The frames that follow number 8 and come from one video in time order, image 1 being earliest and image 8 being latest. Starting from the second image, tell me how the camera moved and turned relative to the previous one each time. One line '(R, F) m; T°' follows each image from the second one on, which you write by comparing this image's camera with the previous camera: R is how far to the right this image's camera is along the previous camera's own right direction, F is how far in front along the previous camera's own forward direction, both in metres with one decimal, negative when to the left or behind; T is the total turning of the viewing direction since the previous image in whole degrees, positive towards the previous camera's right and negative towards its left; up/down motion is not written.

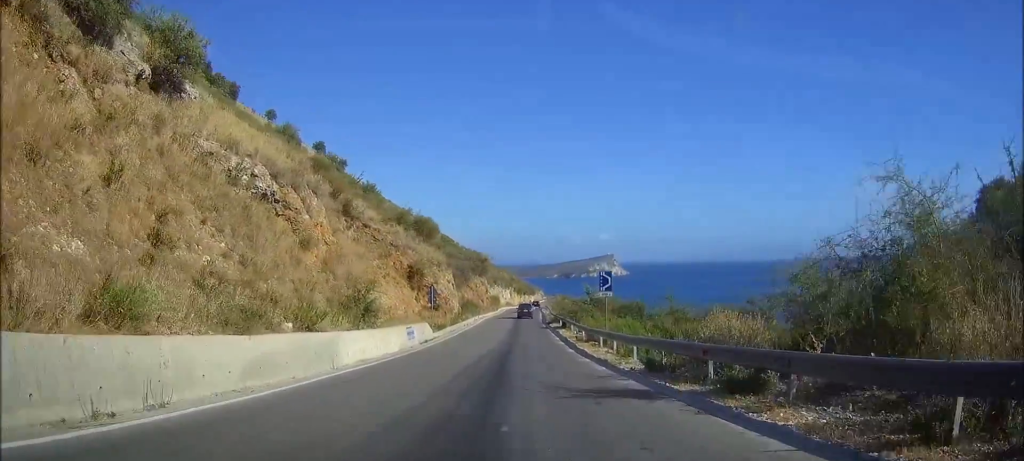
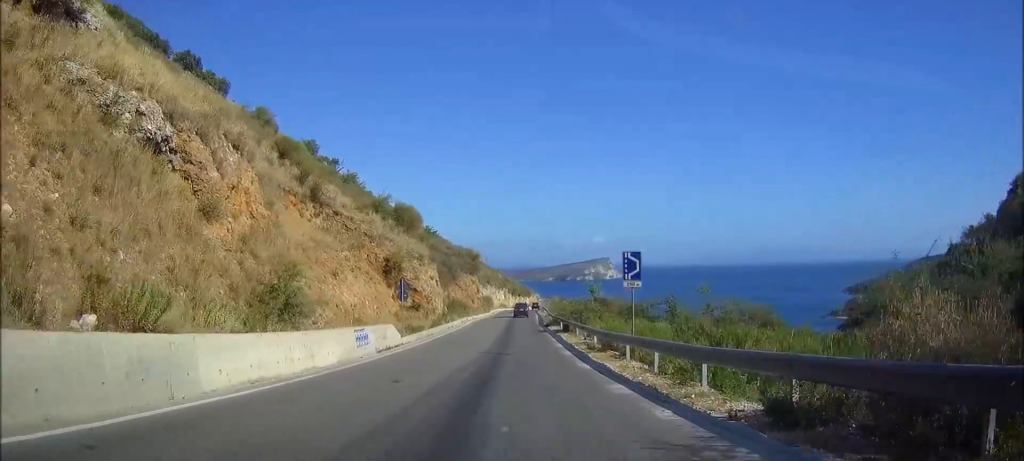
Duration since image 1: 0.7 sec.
(+0.3, +9.9) m; +1°
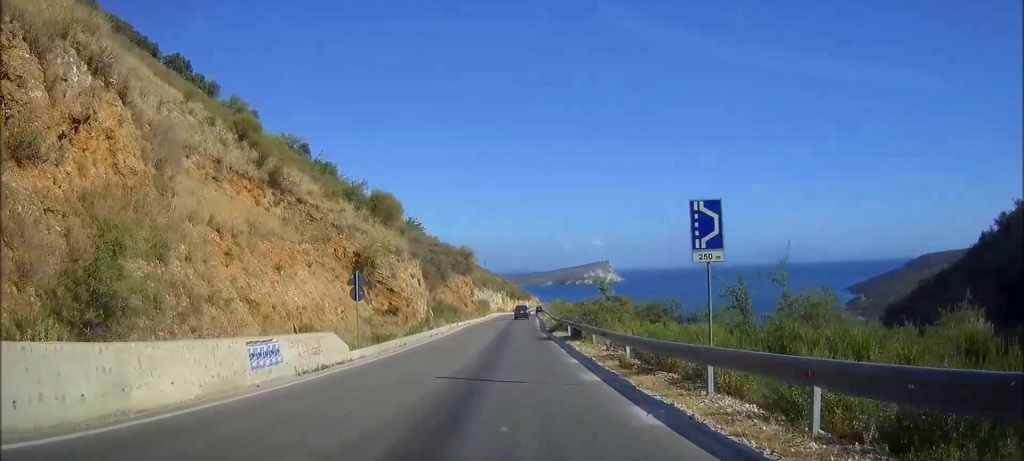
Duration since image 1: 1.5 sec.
(+0.1, +10.0) m; +1°
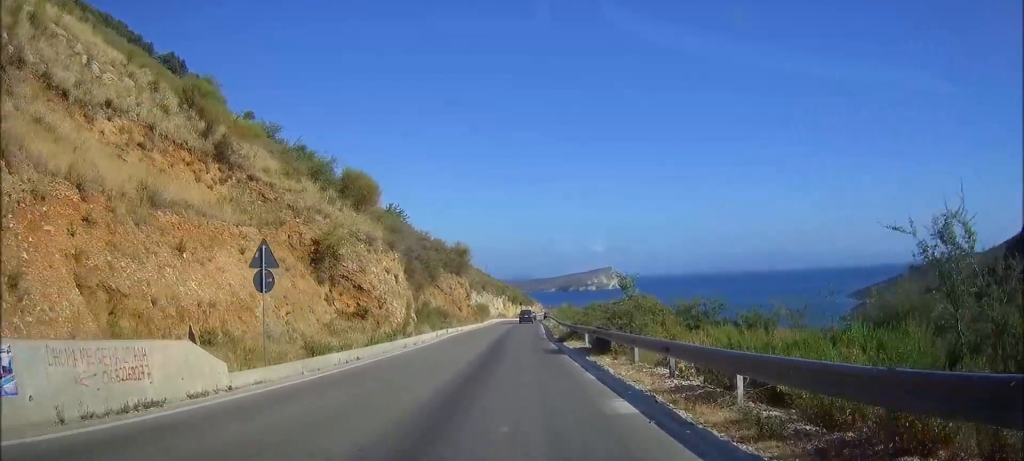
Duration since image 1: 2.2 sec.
(0.0, +10.6) m; 0°
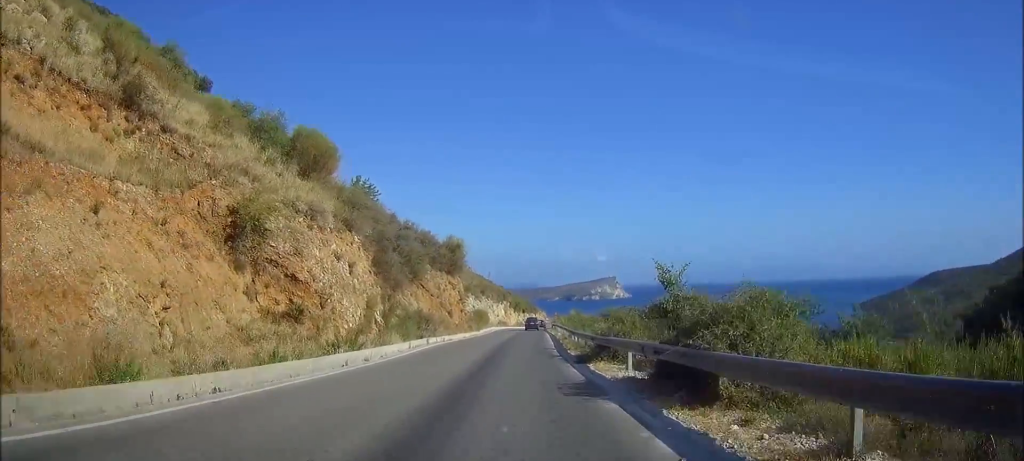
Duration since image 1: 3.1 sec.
(0.0, +12.1) m; -2°
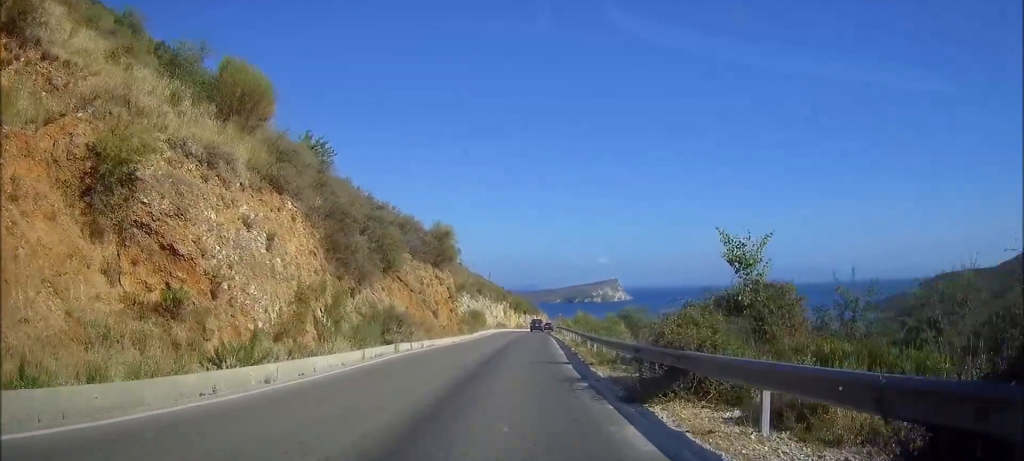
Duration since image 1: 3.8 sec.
(-0.3, +10.3) m; -2°
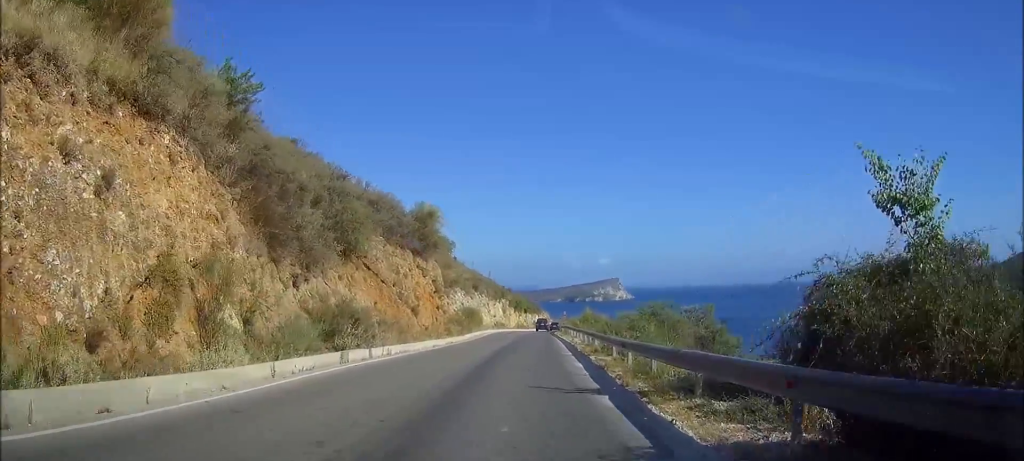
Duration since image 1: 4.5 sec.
(-0.1, +9.4) m; 0°
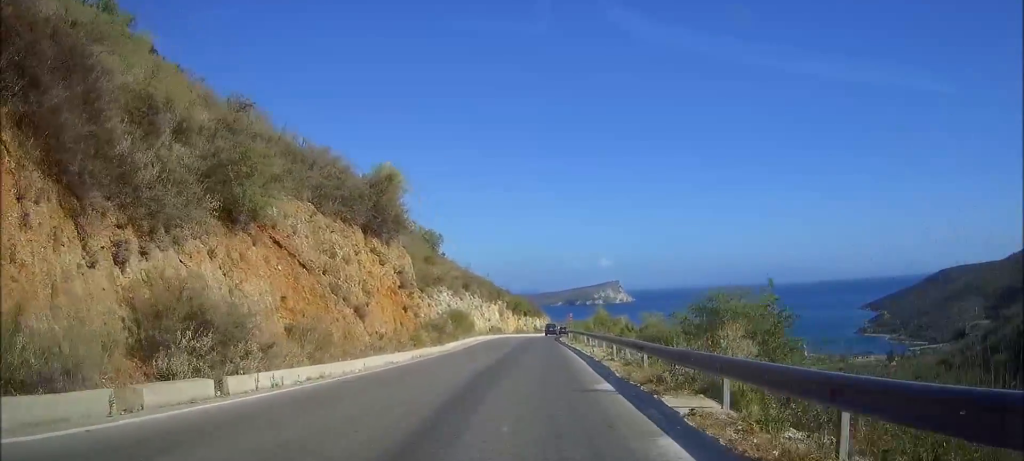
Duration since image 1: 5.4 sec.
(0.0, +13.0) m; 0°
